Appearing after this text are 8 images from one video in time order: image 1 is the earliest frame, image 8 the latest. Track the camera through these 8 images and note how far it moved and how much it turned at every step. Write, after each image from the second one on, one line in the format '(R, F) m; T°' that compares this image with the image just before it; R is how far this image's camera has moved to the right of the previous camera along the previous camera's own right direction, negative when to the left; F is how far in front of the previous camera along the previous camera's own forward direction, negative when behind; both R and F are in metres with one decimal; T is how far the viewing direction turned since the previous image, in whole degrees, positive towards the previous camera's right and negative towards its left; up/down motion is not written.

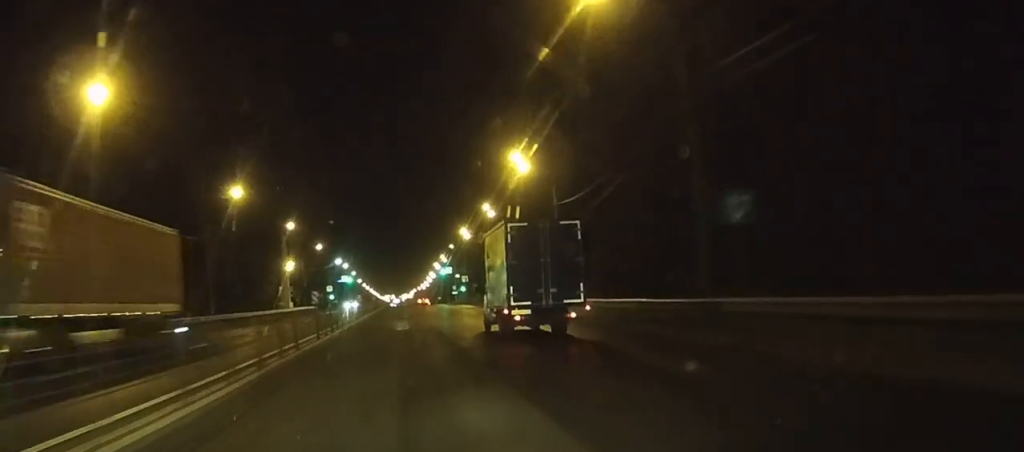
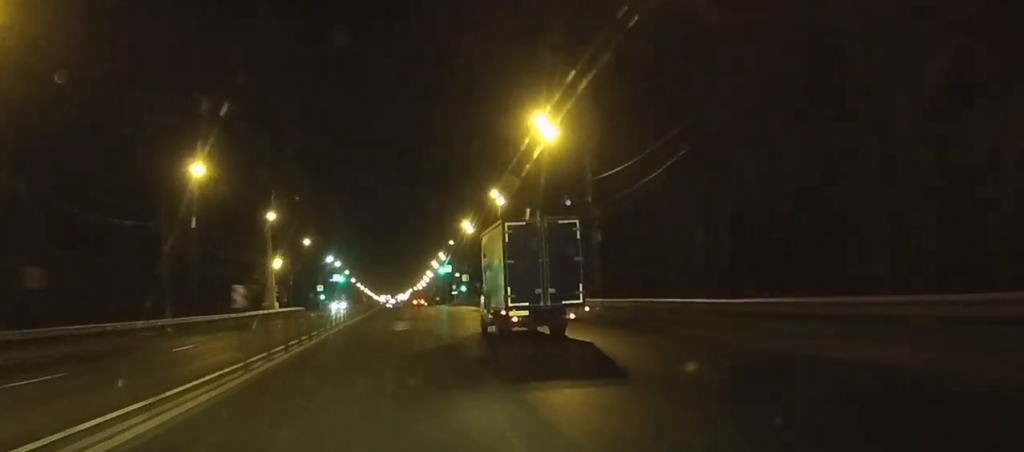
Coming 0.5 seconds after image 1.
(0.0, +12.6) m; 0°
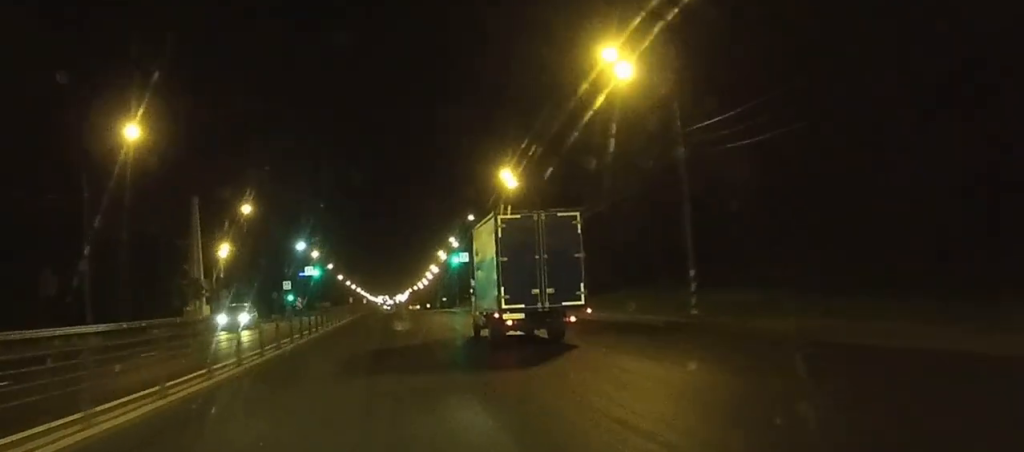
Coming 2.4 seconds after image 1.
(+0.1, +47.5) m; 0°
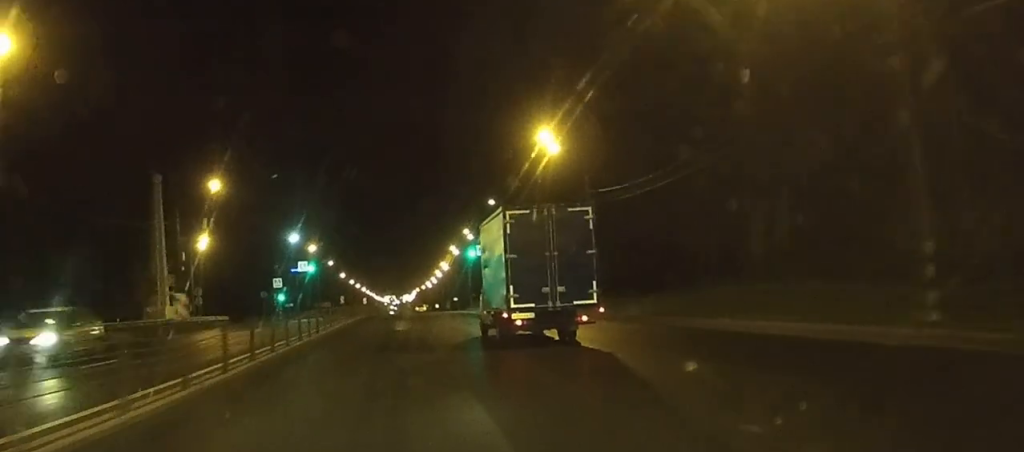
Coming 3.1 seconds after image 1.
(0.0, +16.6) m; 0°
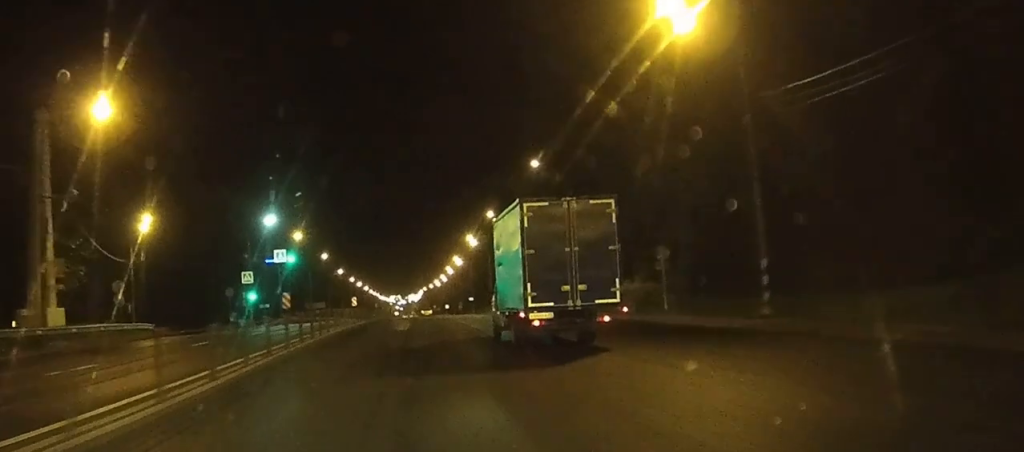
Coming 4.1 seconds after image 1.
(-0.2, +25.7) m; 0°
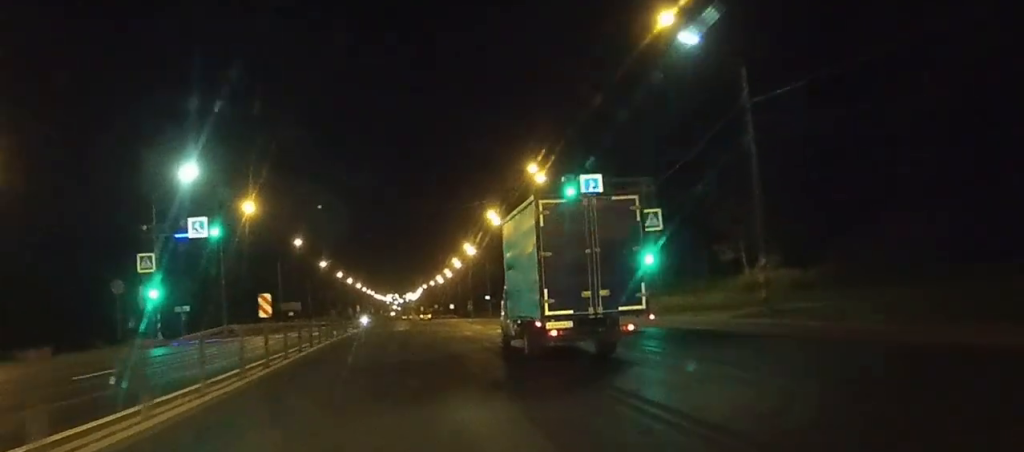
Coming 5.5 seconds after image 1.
(+0.2, +33.8) m; 0°
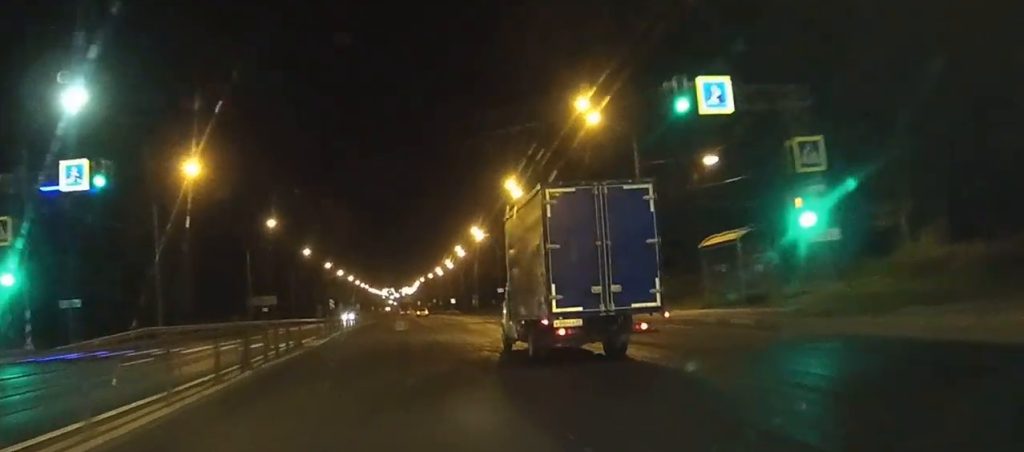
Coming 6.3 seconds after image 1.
(0.0, +19.6) m; 0°
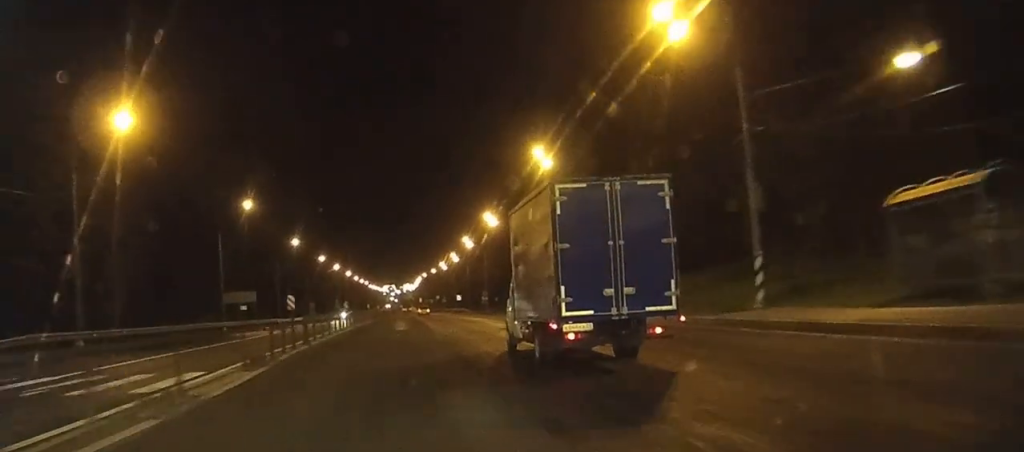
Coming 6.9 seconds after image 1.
(0.0, +14.7) m; 0°
